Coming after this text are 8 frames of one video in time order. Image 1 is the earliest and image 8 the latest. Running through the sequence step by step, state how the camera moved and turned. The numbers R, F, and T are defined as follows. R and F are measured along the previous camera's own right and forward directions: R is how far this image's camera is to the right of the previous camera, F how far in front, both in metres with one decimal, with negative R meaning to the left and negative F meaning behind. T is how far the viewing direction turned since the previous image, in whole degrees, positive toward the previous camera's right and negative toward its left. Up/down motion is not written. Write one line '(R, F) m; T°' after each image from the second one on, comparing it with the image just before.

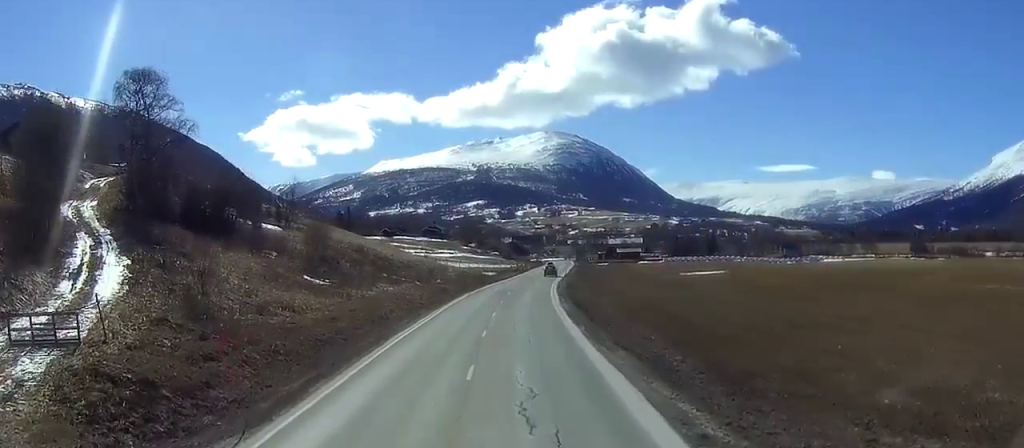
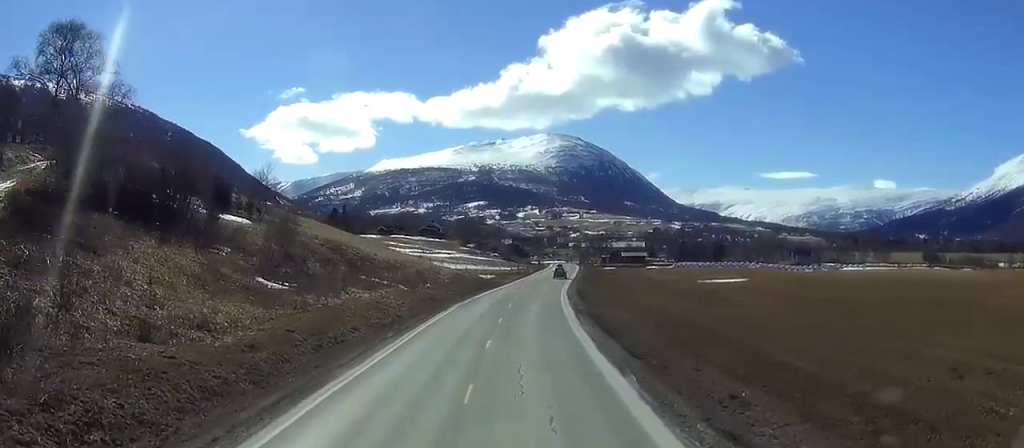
(-0.1, +15.3) m; 0°
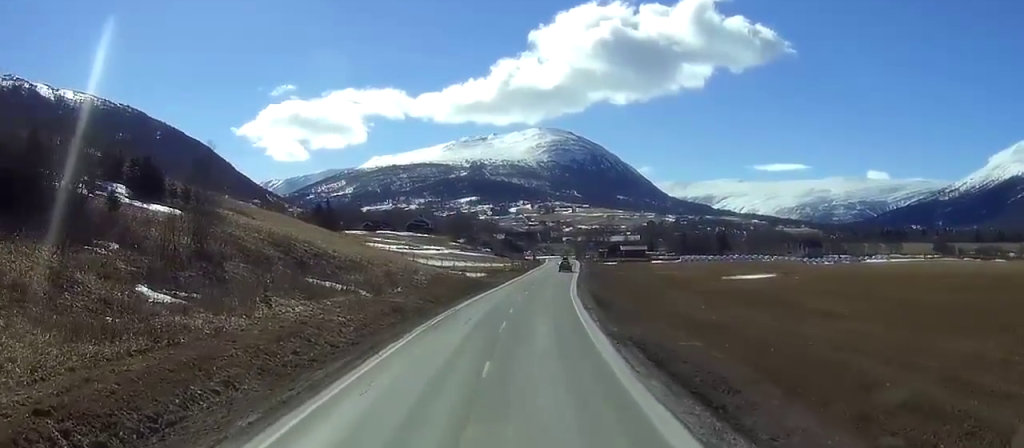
(+0.1, +20.5) m; +1°
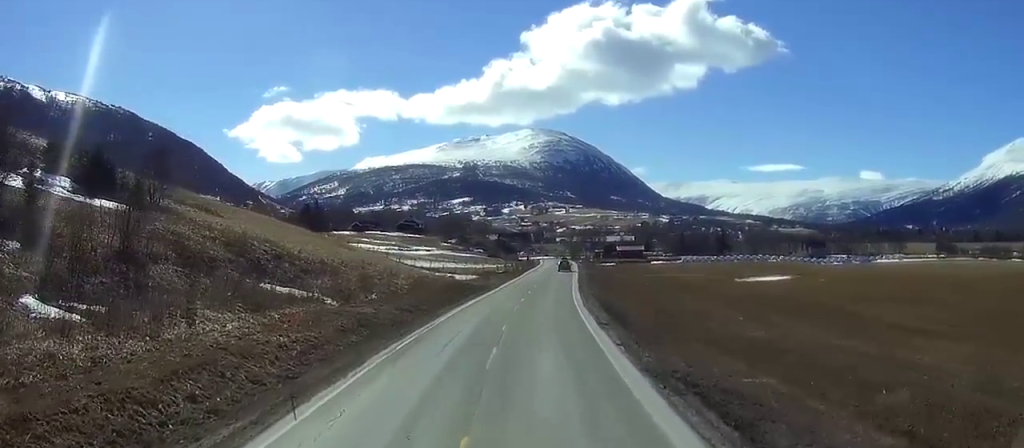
(+0.1, +10.8) m; +1°
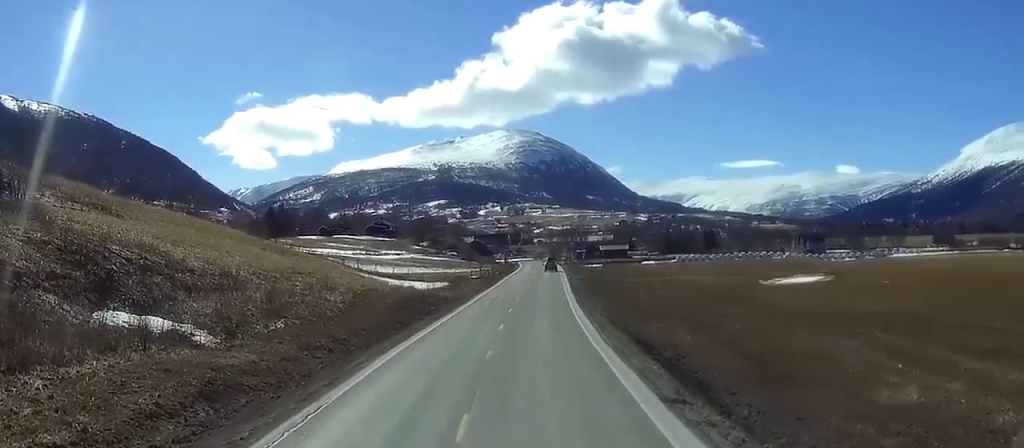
(+0.3, +21.2) m; +2°
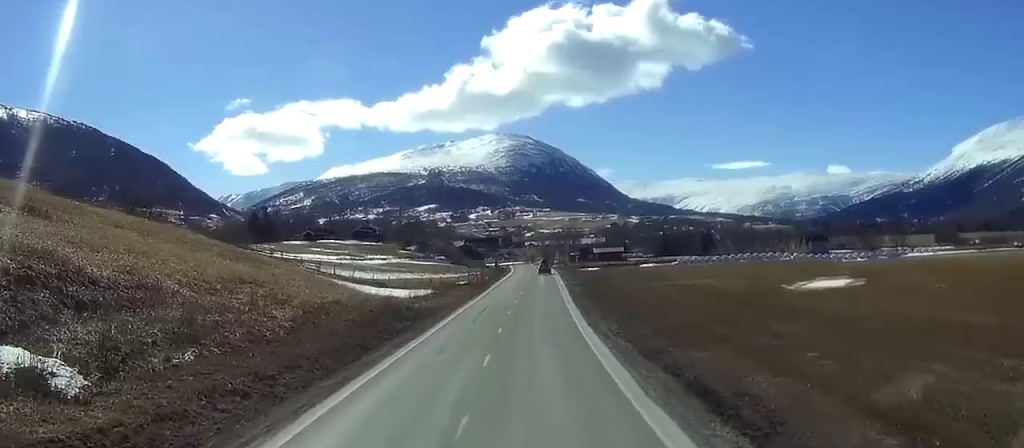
(0.0, +11.5) m; +1°
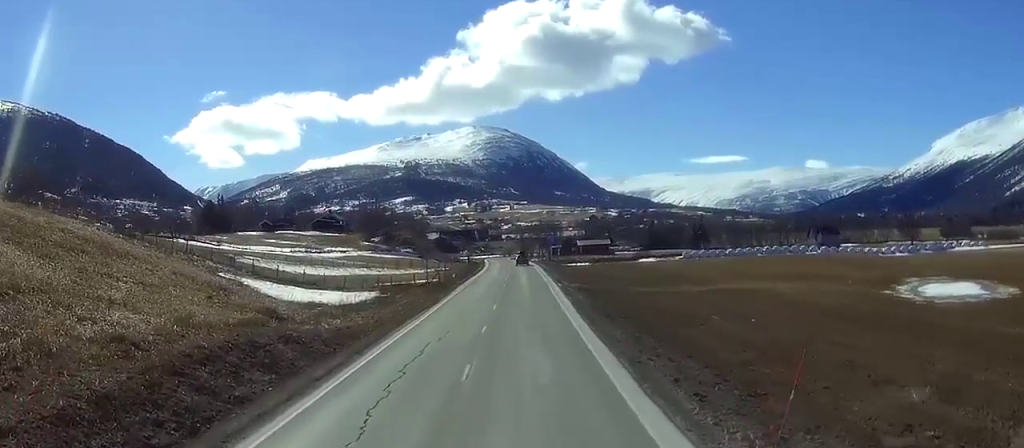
(+0.5, +29.5) m; +1°
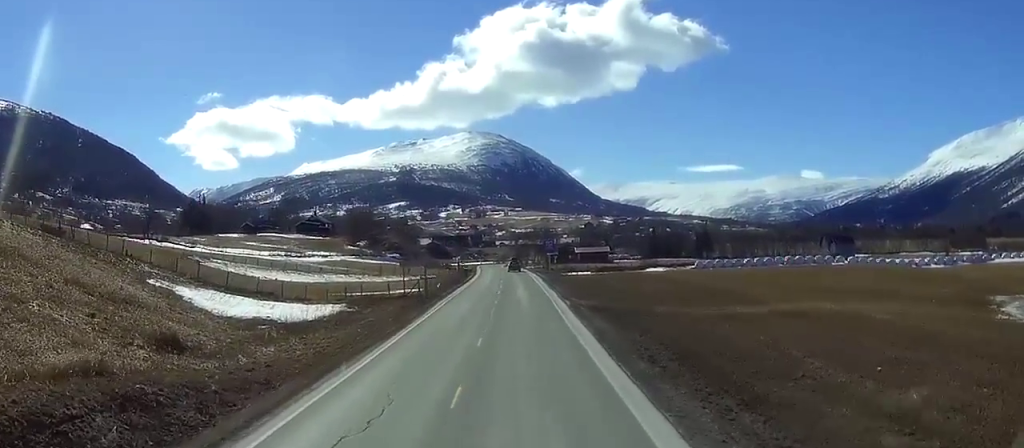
(0.0, +15.5) m; 0°
